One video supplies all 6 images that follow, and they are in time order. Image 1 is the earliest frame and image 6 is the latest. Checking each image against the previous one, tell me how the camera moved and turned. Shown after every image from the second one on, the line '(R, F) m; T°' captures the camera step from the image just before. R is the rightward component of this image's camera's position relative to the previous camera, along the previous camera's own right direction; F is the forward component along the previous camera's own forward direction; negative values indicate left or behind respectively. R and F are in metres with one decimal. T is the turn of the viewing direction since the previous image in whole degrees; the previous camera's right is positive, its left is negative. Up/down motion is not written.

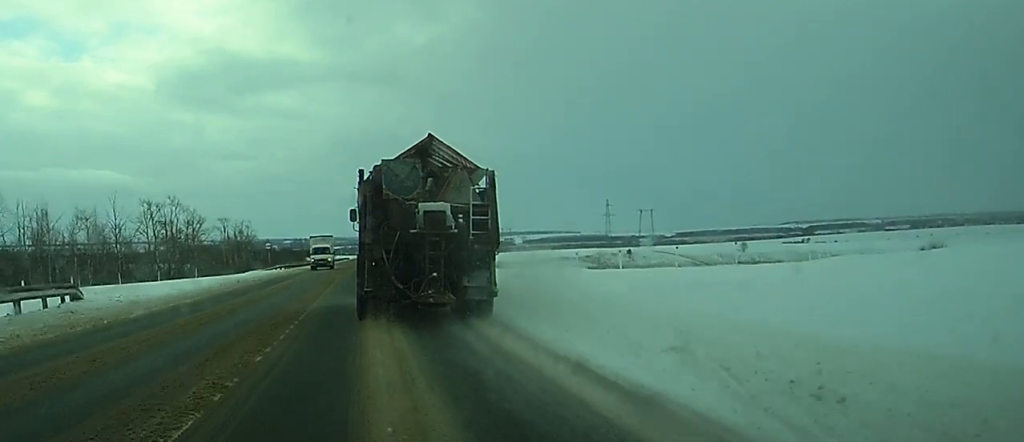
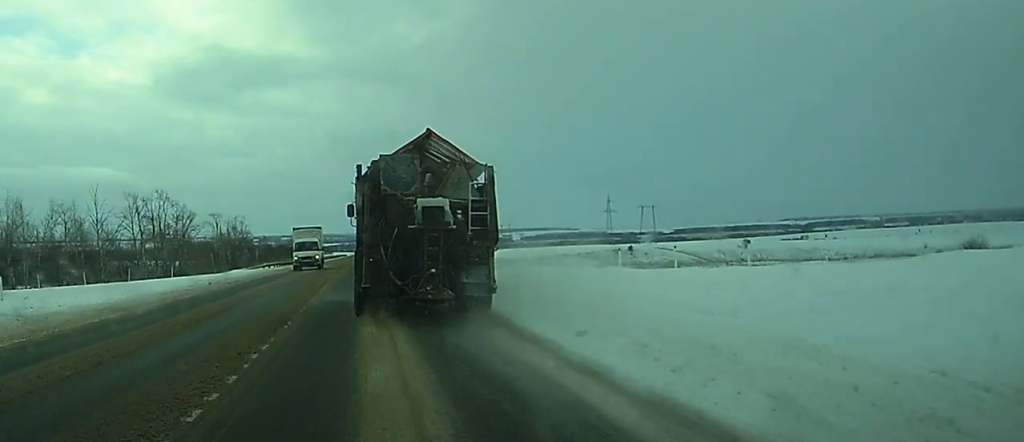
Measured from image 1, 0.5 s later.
(0.0, +7.7) m; 0°
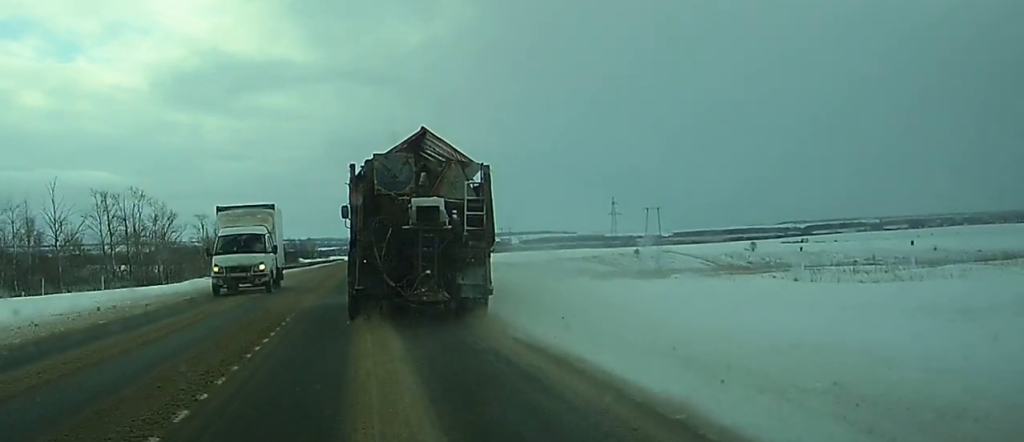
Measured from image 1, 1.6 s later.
(-0.1, +15.4) m; 0°
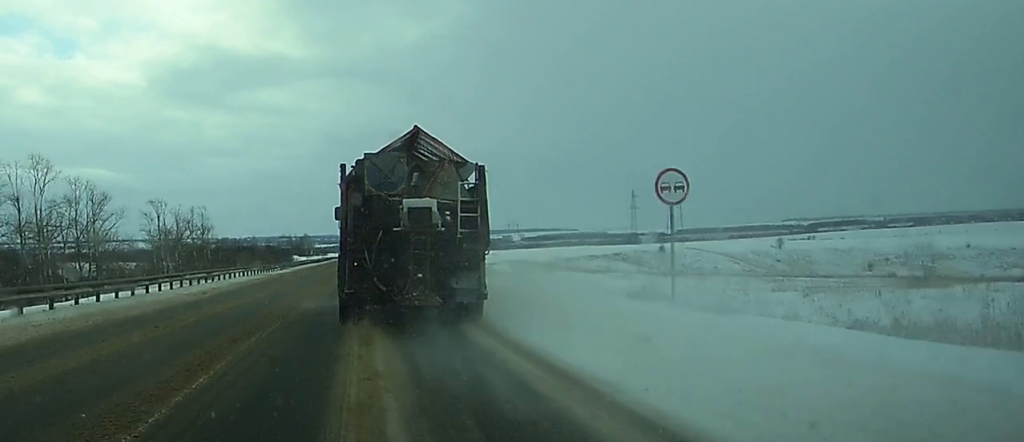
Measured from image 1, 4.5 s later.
(-0.1, +41.6) m; 0°
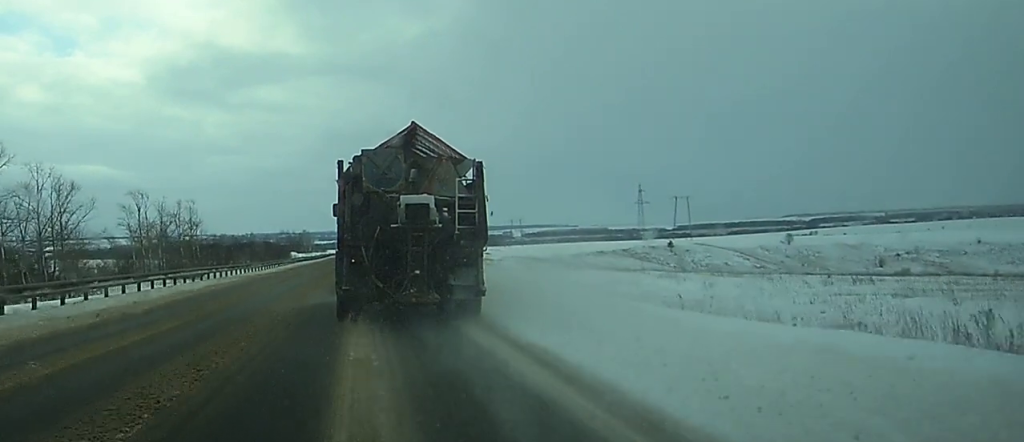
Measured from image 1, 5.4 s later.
(0.0, +13.0) m; 0°
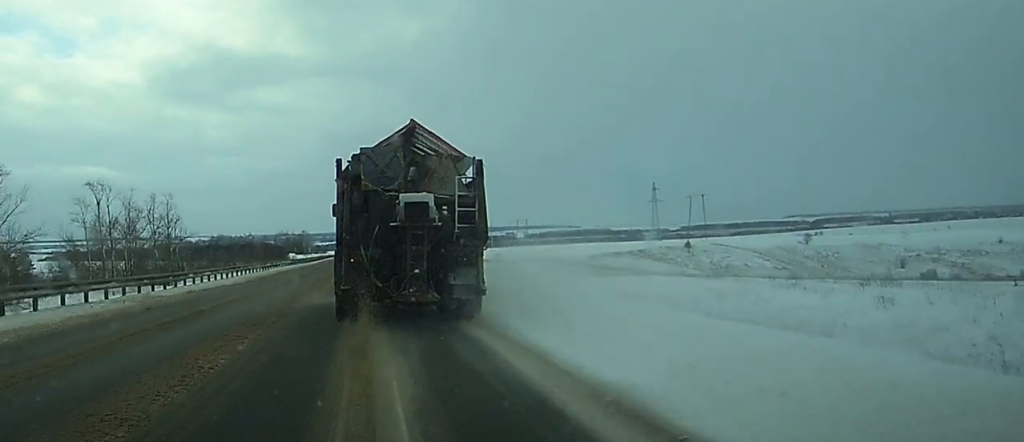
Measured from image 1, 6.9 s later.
(+0.1, +21.5) m; 0°
